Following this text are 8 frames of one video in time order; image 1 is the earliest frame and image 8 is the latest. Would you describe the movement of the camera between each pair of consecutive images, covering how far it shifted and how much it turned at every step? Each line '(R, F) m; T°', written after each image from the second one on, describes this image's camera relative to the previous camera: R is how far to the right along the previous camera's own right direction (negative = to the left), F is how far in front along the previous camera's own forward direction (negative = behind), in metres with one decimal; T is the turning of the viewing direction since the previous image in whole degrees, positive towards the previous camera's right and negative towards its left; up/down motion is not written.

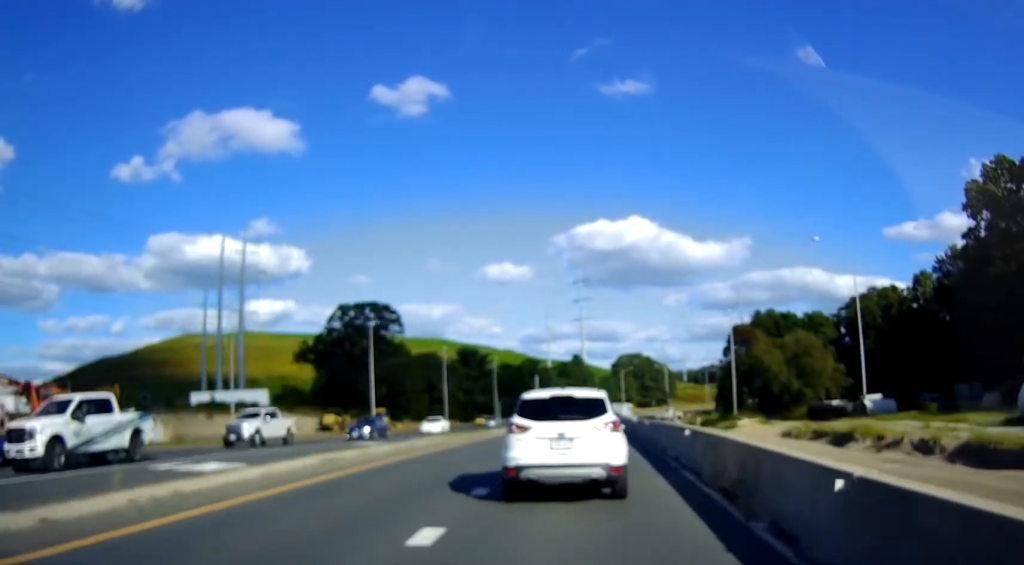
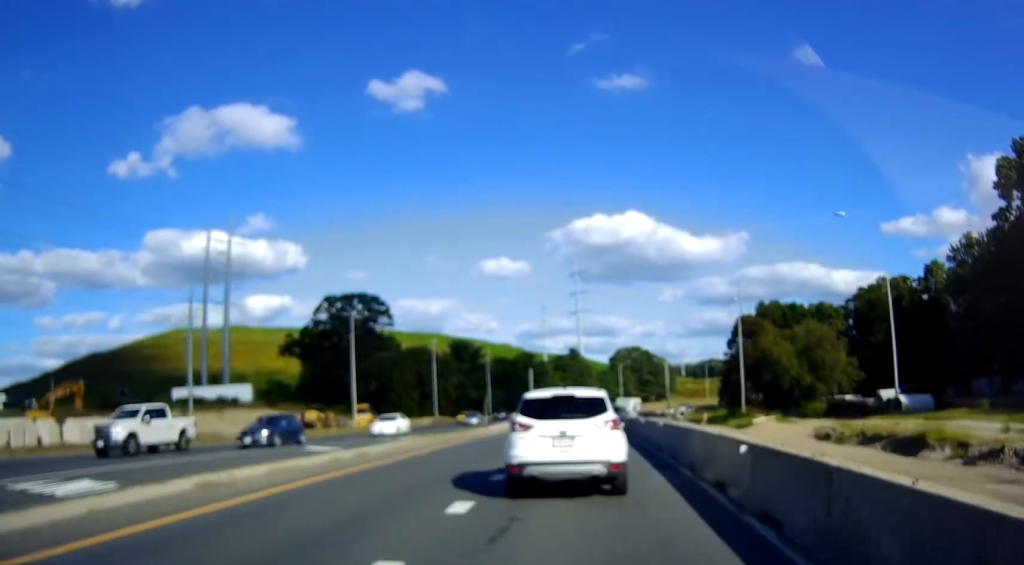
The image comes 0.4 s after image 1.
(-0.2, +5.1) m; 0°
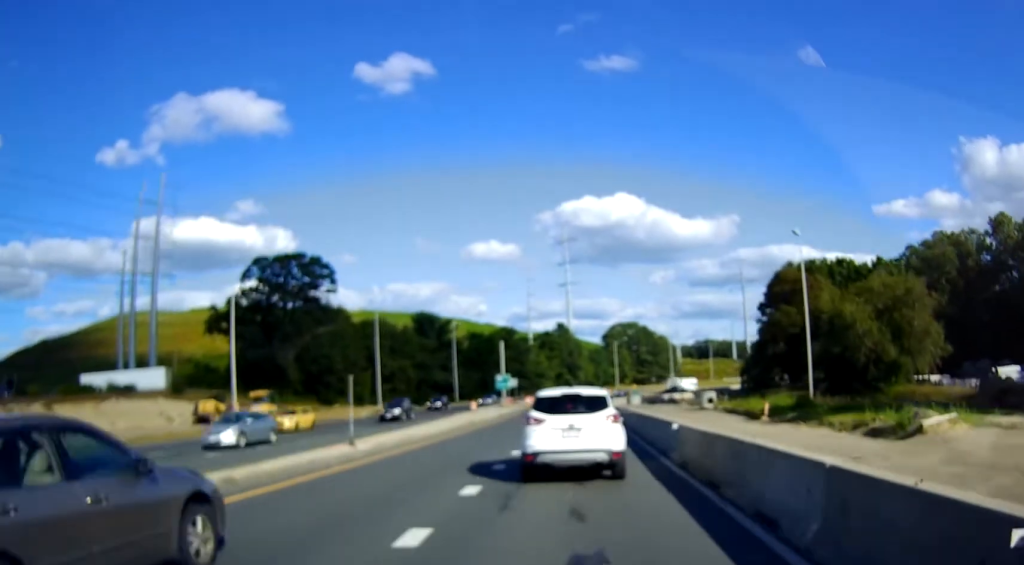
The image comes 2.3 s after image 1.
(+0.7, +24.6) m; +1°
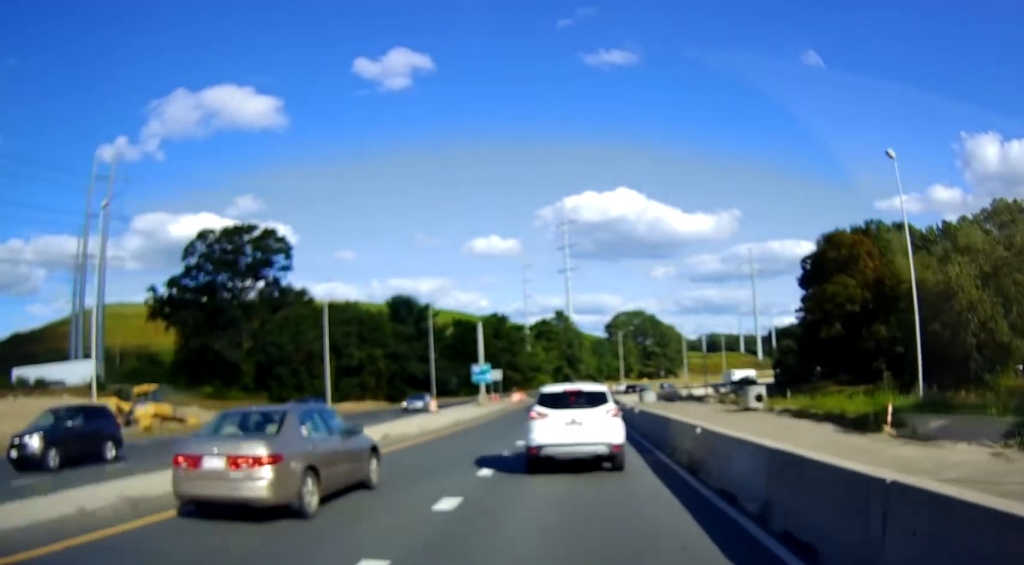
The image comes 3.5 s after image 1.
(-0.5, +16.3) m; +1°
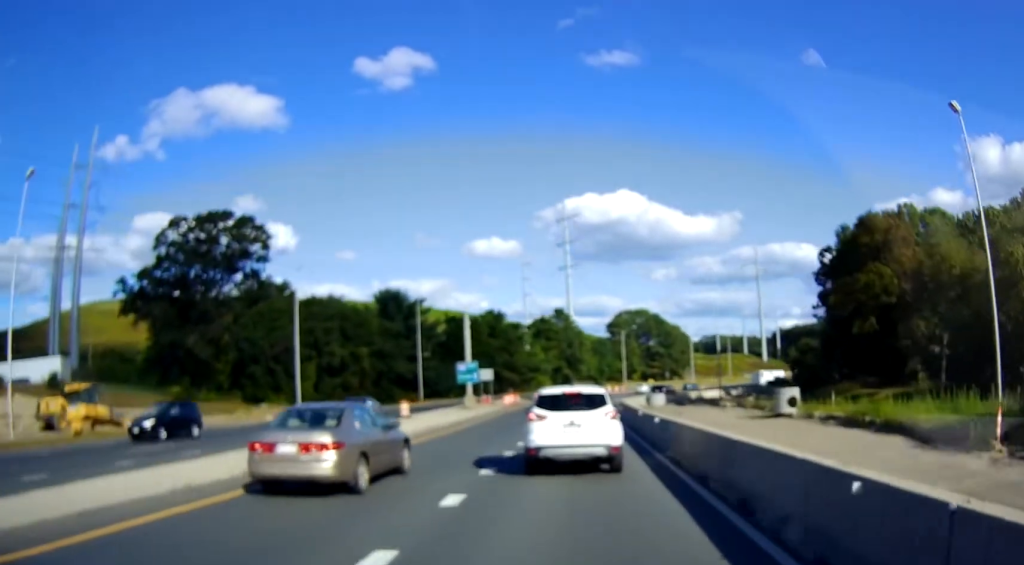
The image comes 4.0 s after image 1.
(+0.3, +7.0) m; 0°
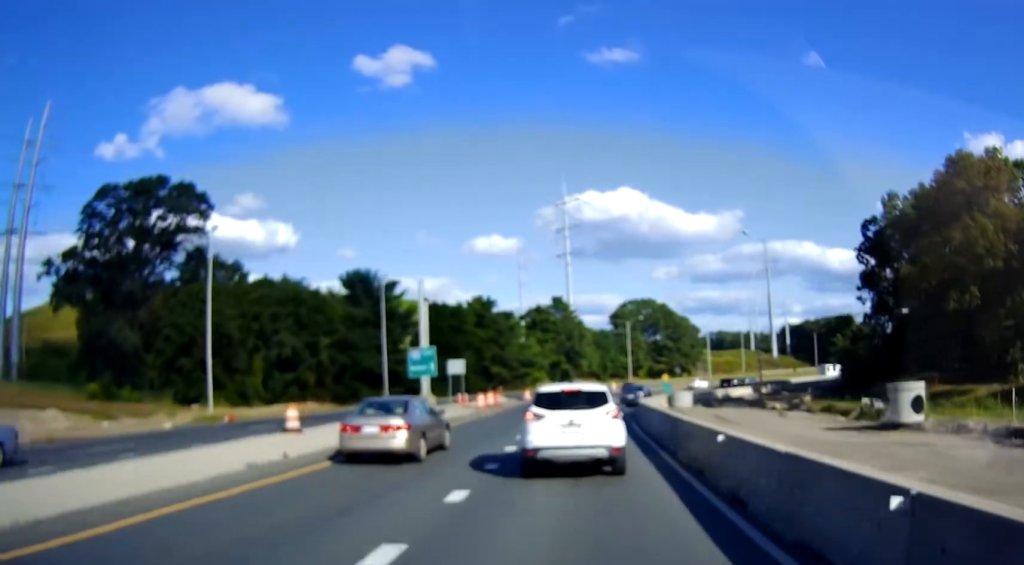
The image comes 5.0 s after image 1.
(+0.2, +14.2) m; 0°
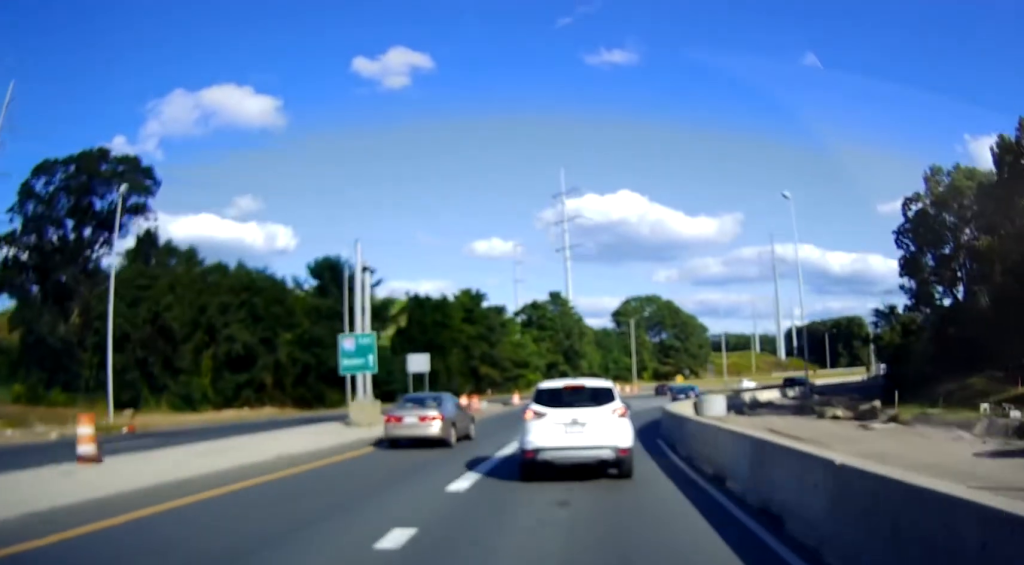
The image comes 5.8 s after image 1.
(-0.5, +10.8) m; 0°
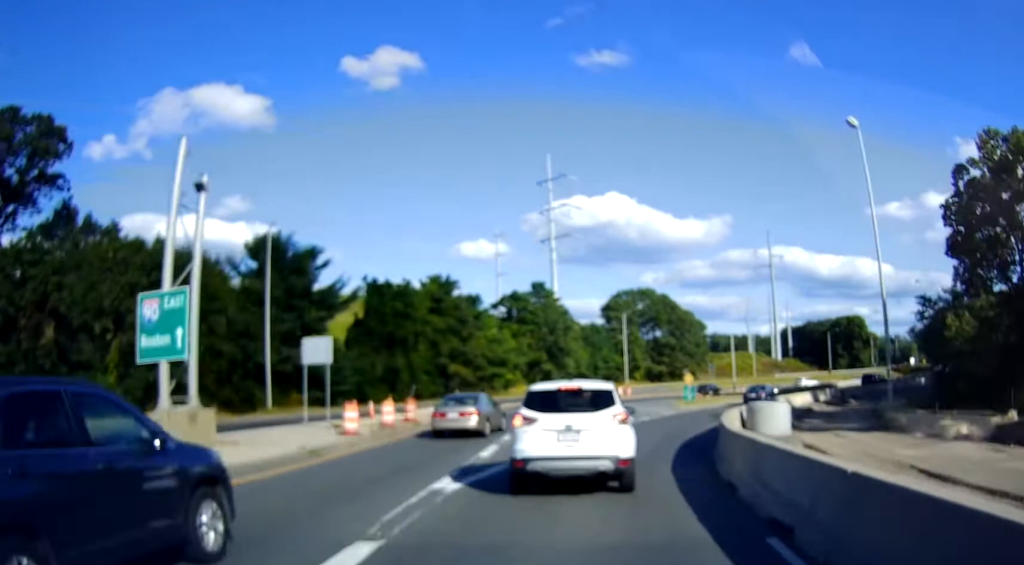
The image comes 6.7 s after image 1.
(+0.8, +12.9) m; +2°
